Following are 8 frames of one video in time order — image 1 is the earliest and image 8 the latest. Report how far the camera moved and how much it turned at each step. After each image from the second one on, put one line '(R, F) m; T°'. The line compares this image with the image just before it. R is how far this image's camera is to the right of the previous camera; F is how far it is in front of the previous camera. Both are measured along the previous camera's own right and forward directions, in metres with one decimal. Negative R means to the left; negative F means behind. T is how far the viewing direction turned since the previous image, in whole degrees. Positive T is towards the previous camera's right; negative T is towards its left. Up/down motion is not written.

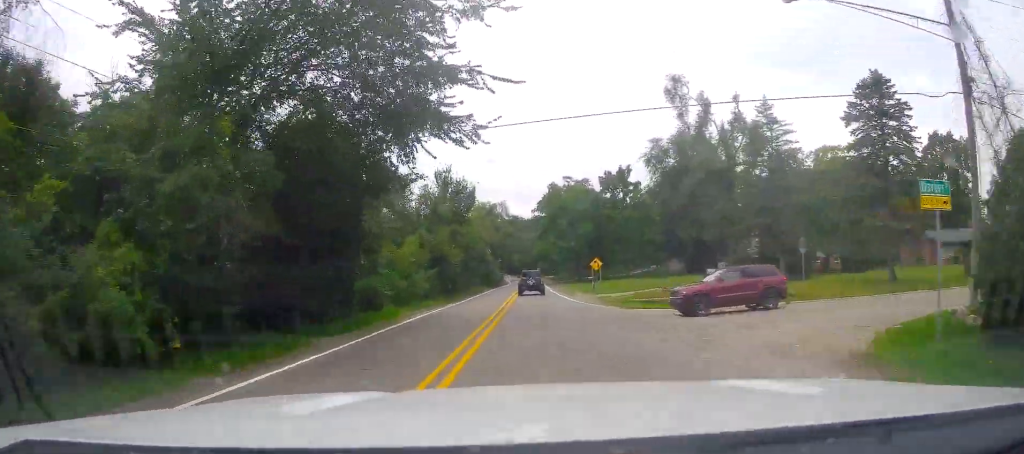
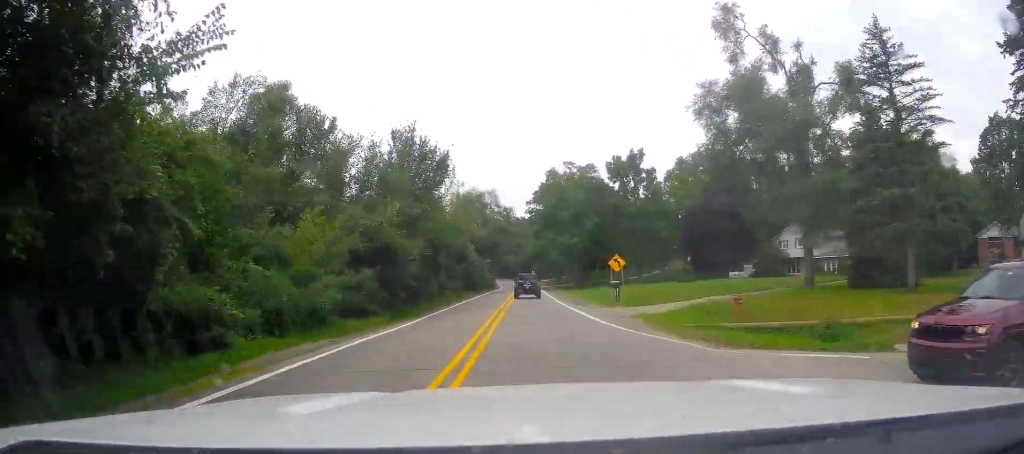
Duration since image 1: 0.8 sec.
(0.0, +15.8) m; 0°
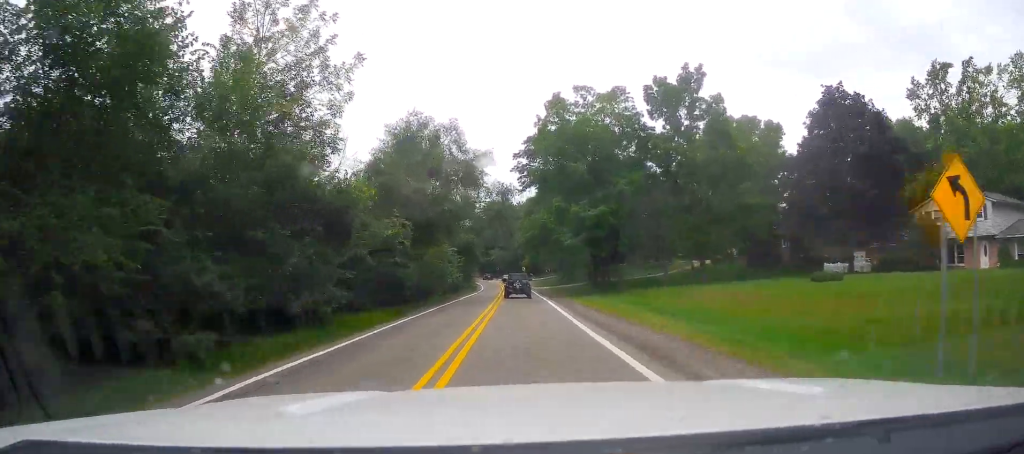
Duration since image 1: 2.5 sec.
(-1.3, +35.3) m; -2°
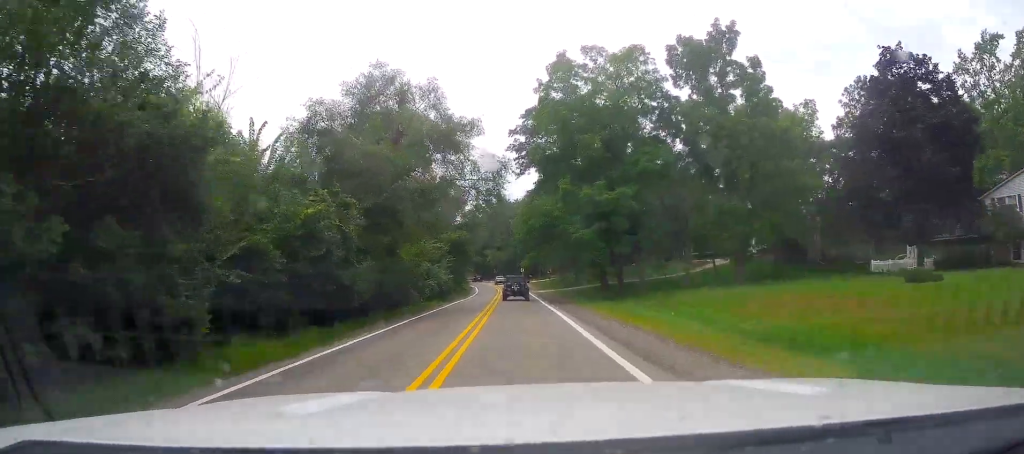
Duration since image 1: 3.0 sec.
(-0.1, +10.0) m; +1°
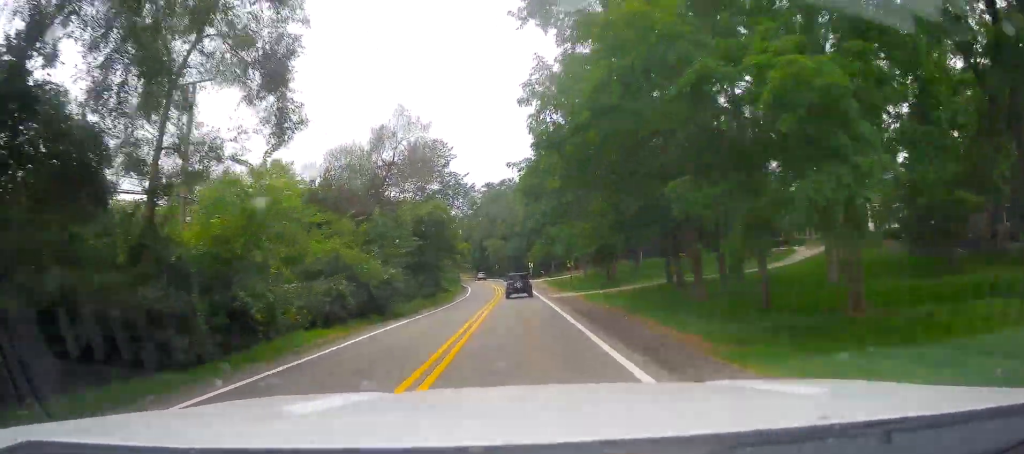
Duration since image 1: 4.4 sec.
(+1.5, +28.1) m; +3°
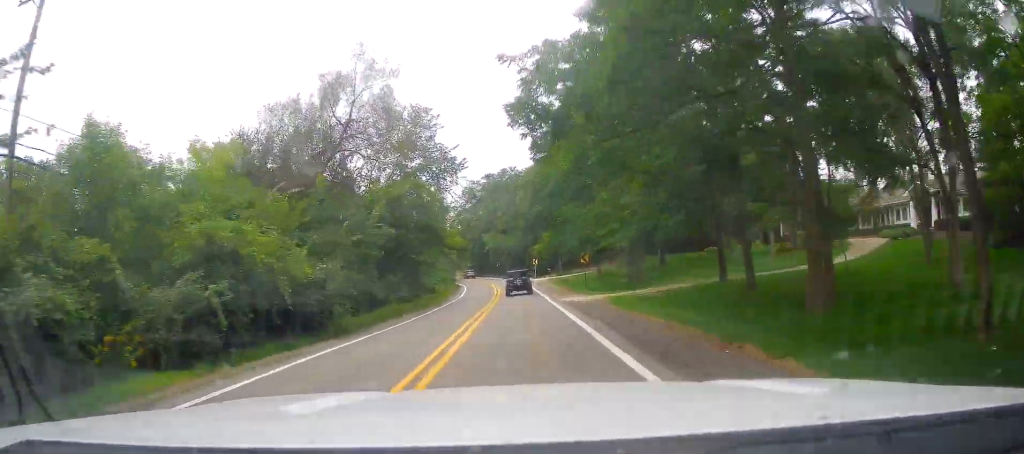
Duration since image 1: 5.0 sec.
(+0.1, +10.9) m; 0°
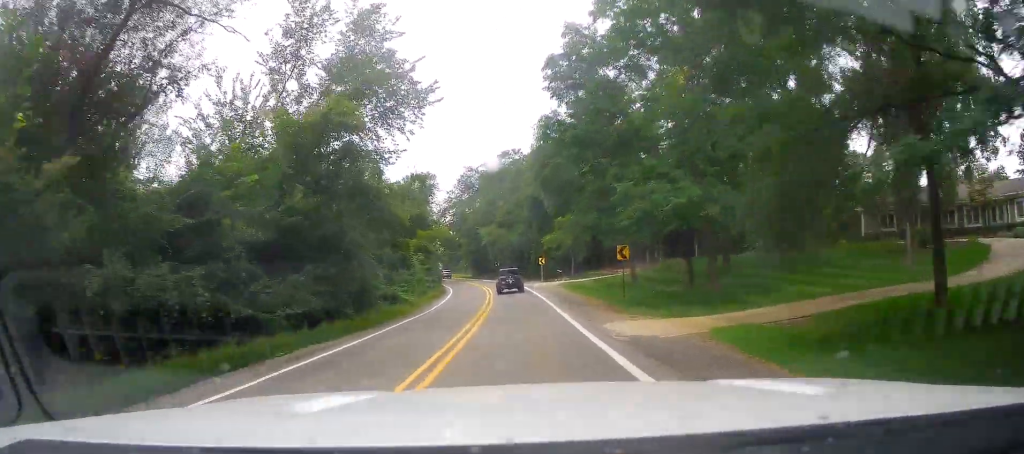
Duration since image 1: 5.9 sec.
(-0.5, +17.9) m; 0°
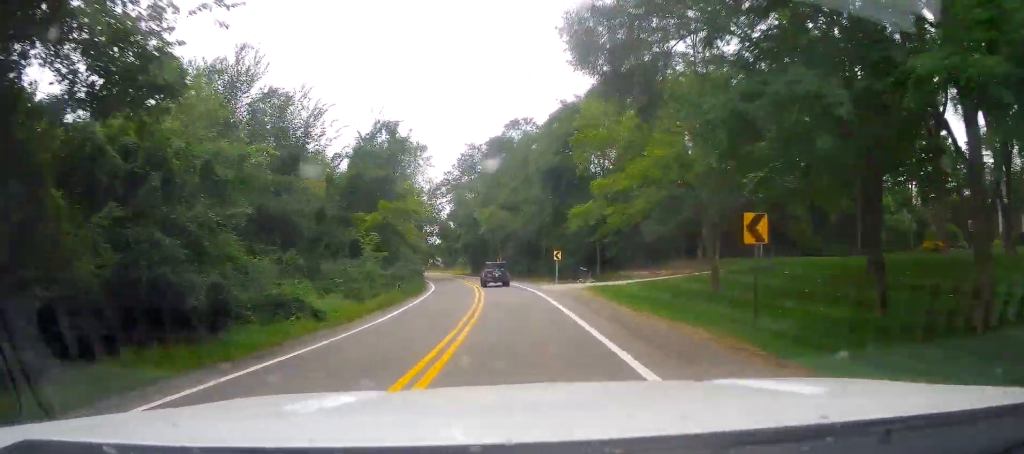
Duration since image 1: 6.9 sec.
(+0.6, +17.8) m; 0°
